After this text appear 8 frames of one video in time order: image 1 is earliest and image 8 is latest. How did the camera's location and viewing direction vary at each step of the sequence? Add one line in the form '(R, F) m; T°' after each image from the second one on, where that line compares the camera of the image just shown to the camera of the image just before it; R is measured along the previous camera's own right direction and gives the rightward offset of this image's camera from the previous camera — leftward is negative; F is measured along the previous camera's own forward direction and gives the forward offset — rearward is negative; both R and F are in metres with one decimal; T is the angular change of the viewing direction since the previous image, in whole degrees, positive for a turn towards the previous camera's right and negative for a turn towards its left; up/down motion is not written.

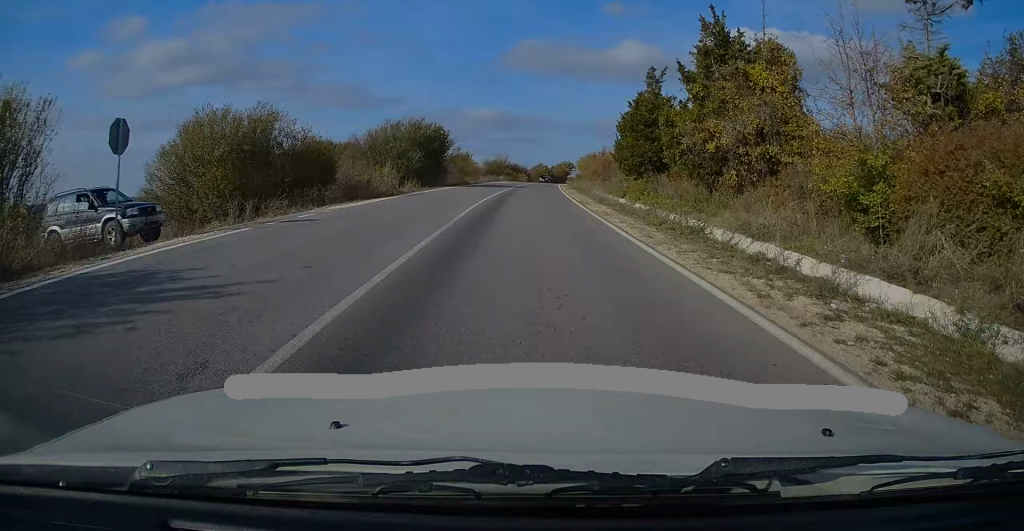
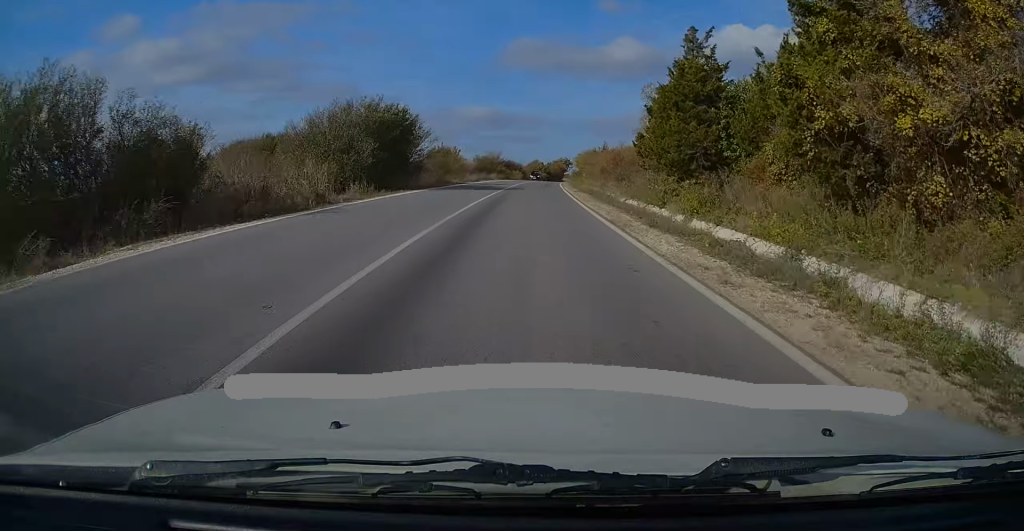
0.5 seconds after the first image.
(+0.1, +12.2) m; +1°
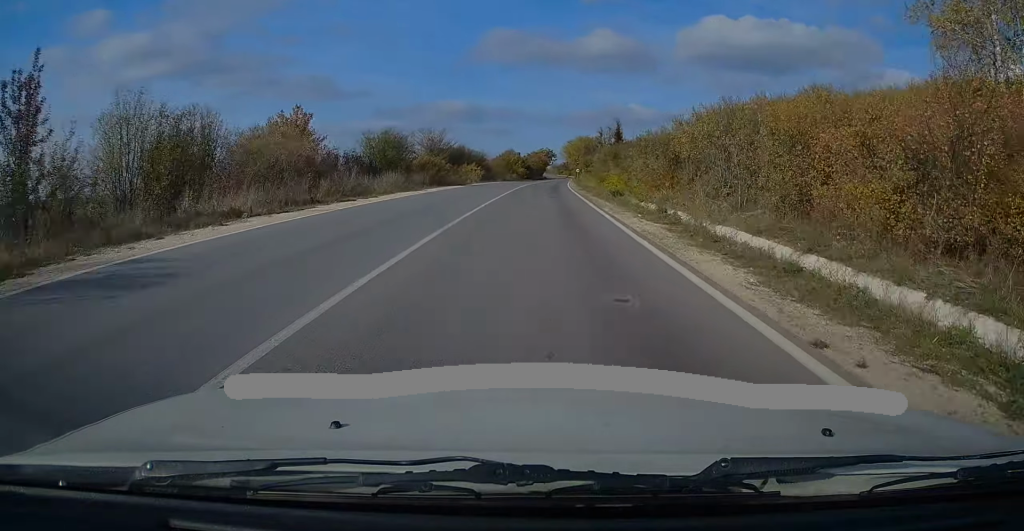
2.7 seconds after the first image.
(+1.7, +59.3) m; +3°
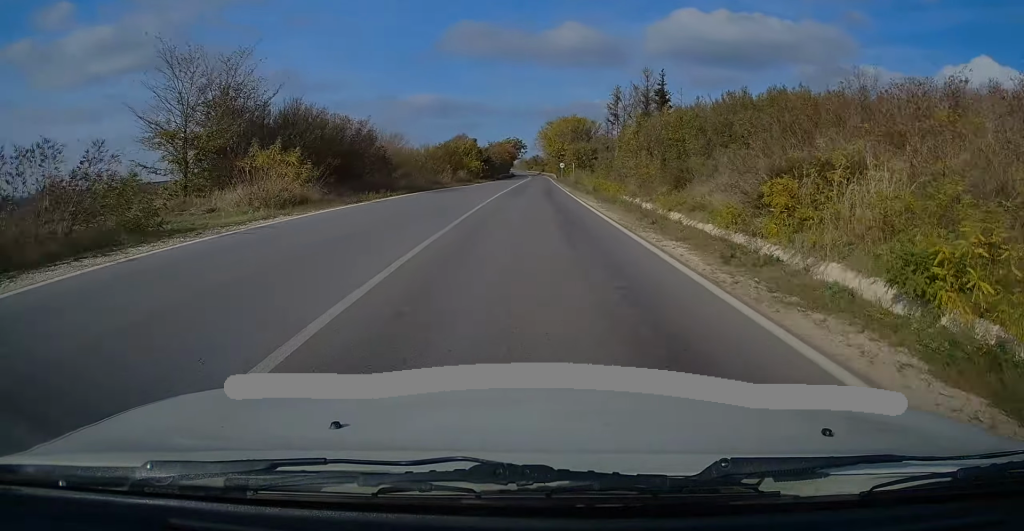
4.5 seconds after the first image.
(+0.8, +47.9) m; +2°
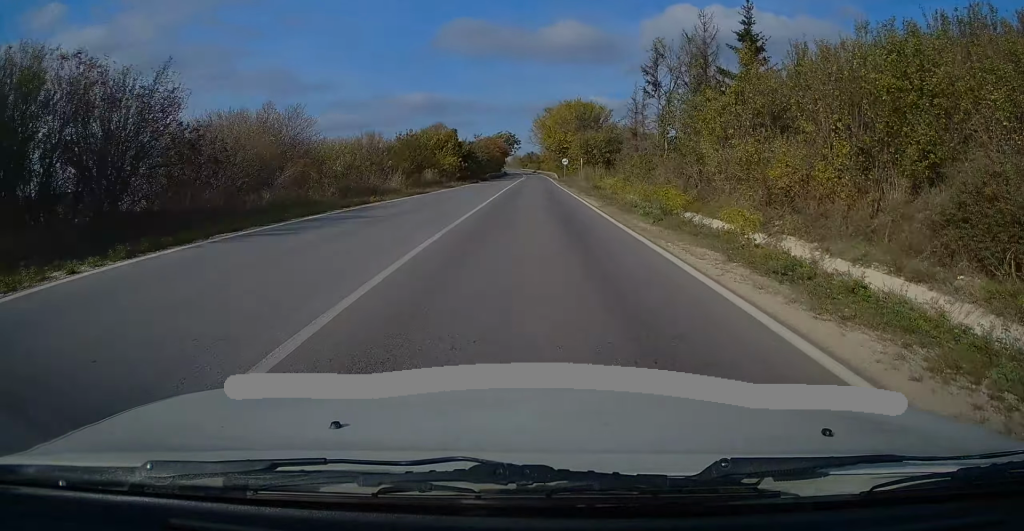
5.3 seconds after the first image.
(+0.2, +20.7) m; +1°
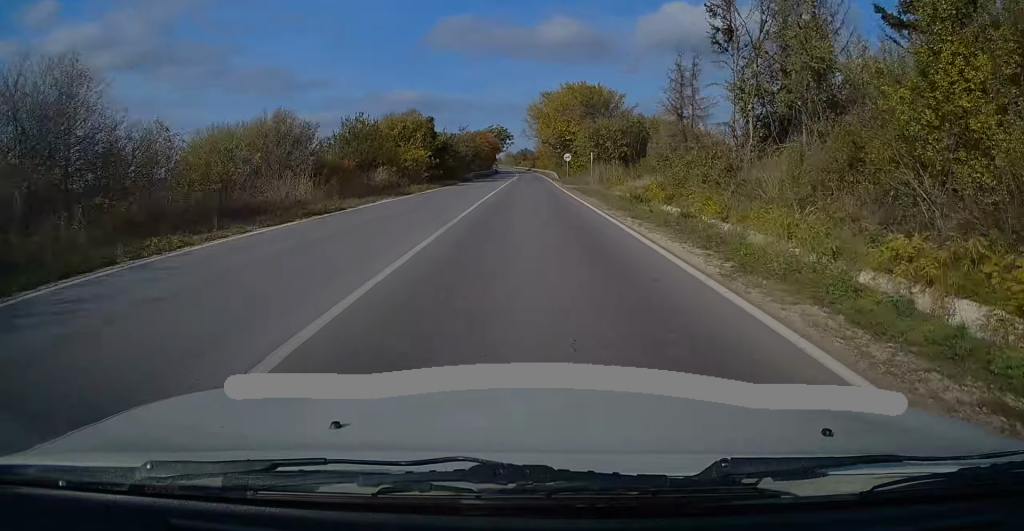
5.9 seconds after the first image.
(+0.1, +15.3) m; 0°
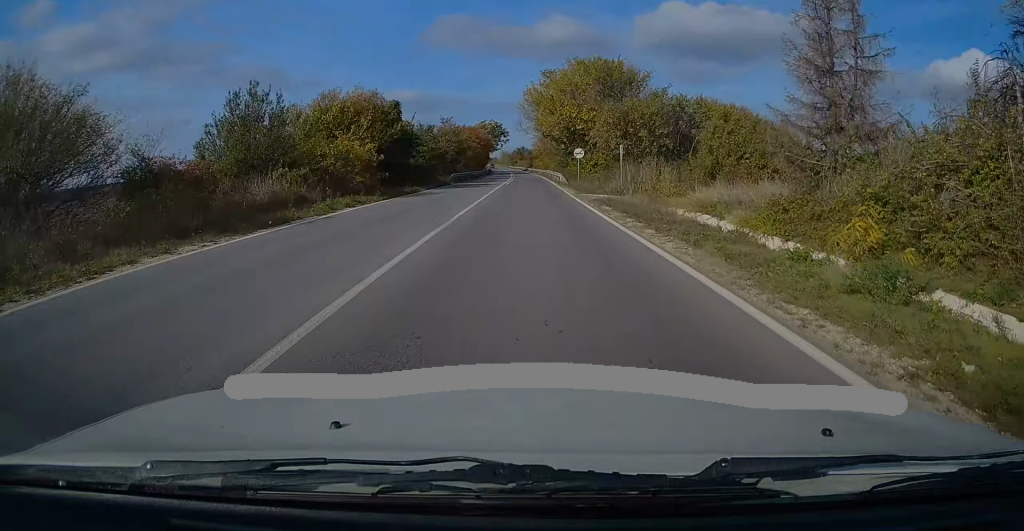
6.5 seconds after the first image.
(0.0, +16.3) m; 0°
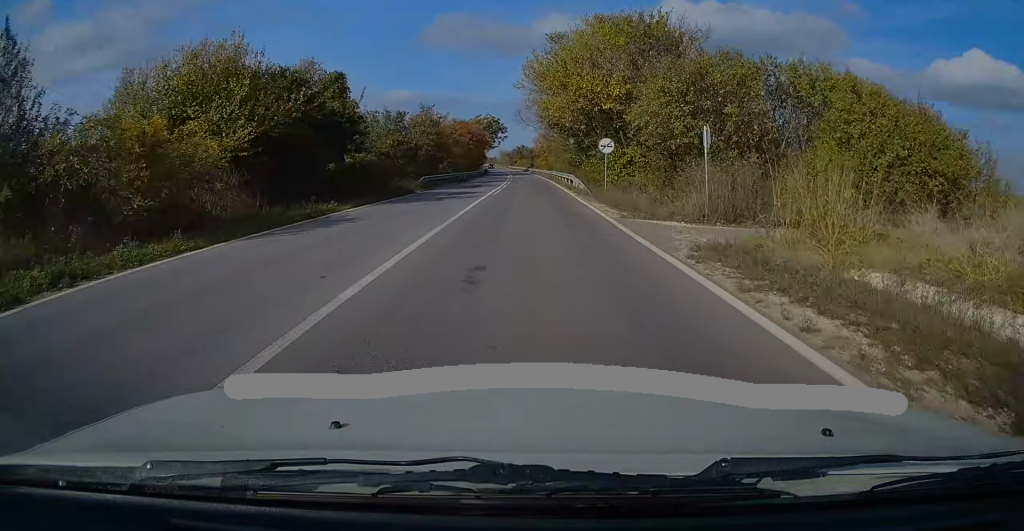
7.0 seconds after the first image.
(0.0, +15.4) m; 0°
